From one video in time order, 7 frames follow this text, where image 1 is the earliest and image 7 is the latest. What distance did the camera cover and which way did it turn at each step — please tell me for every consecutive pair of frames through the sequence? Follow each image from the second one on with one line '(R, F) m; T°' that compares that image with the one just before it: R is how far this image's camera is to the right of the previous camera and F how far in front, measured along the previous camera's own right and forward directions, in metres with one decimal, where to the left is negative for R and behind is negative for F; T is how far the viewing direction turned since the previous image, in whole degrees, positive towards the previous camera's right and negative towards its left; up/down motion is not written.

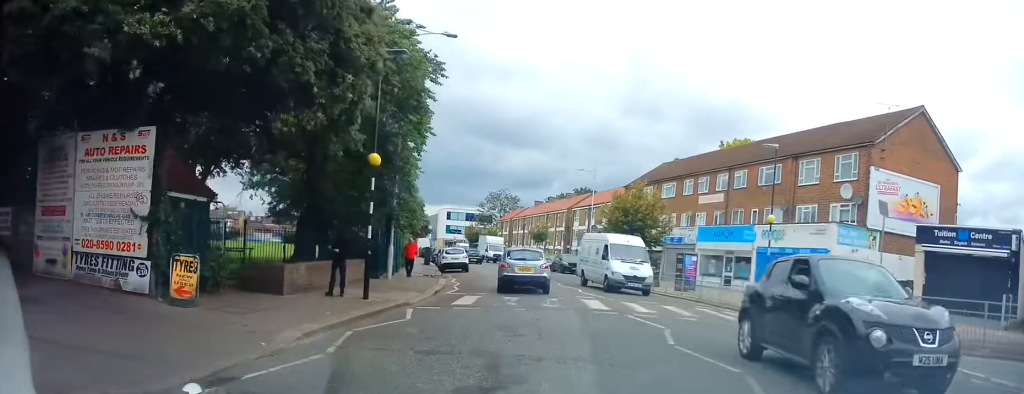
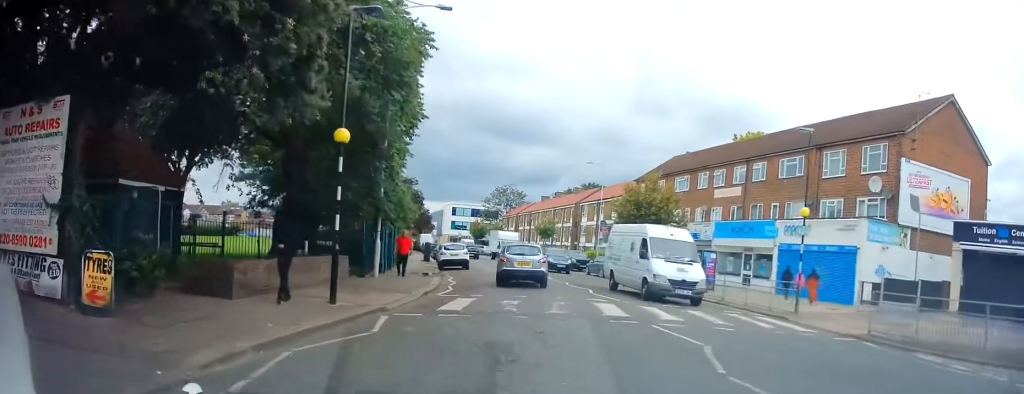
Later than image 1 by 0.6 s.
(0.0, +2.6) m; 0°
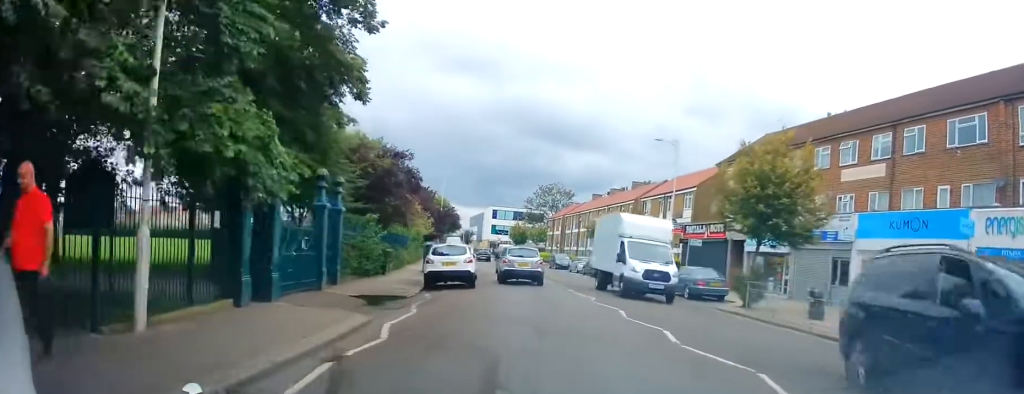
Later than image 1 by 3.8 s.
(-0.9, +14.6) m; -6°
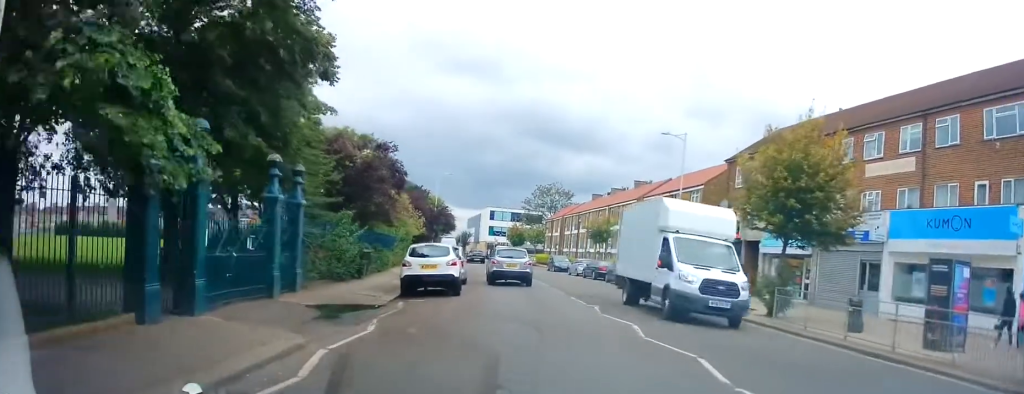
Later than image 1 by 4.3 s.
(-0.2, +2.8) m; +1°
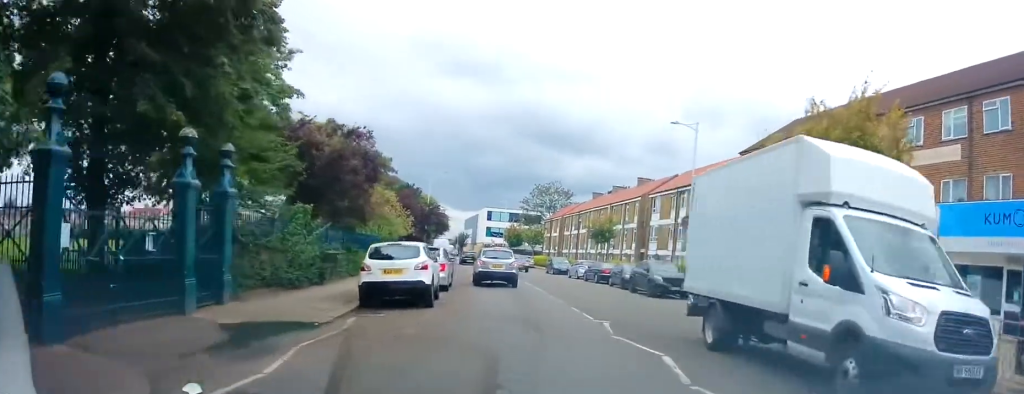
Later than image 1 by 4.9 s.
(+0.6, +3.6) m; -1°
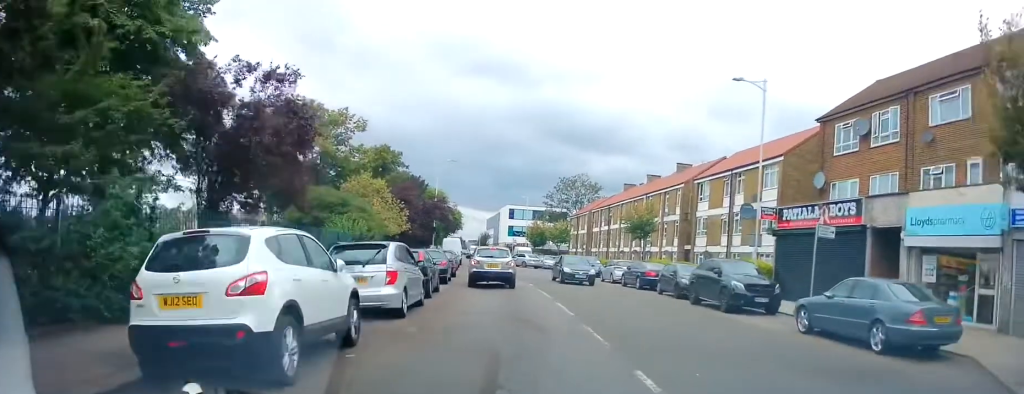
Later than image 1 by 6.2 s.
(-0.8, +8.3) m; -5°
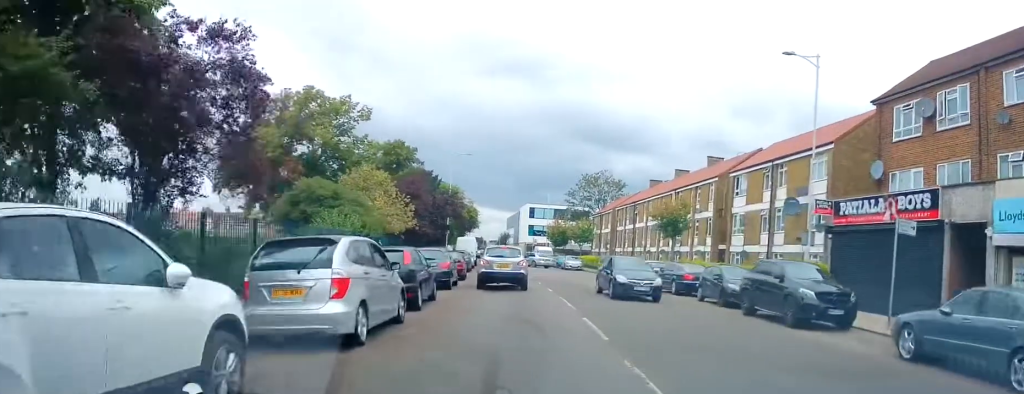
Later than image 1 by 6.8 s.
(+0.3, +3.8) m; +3°
